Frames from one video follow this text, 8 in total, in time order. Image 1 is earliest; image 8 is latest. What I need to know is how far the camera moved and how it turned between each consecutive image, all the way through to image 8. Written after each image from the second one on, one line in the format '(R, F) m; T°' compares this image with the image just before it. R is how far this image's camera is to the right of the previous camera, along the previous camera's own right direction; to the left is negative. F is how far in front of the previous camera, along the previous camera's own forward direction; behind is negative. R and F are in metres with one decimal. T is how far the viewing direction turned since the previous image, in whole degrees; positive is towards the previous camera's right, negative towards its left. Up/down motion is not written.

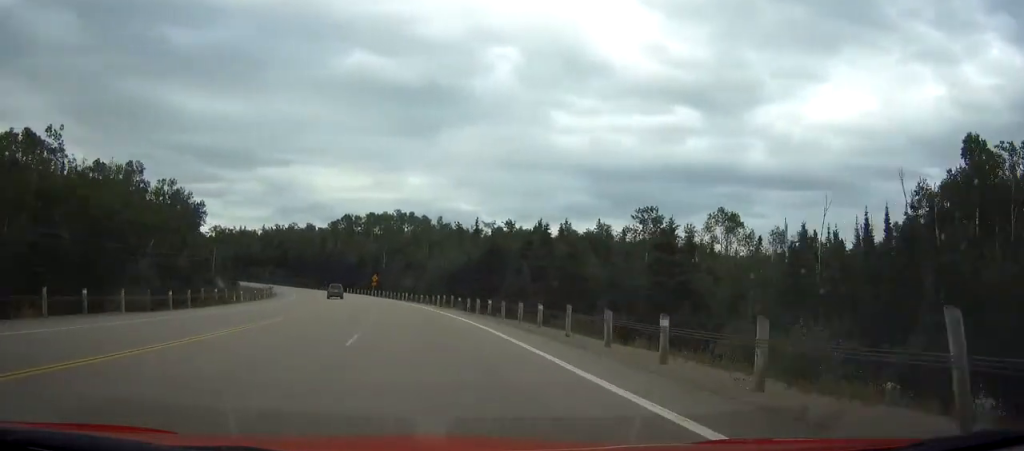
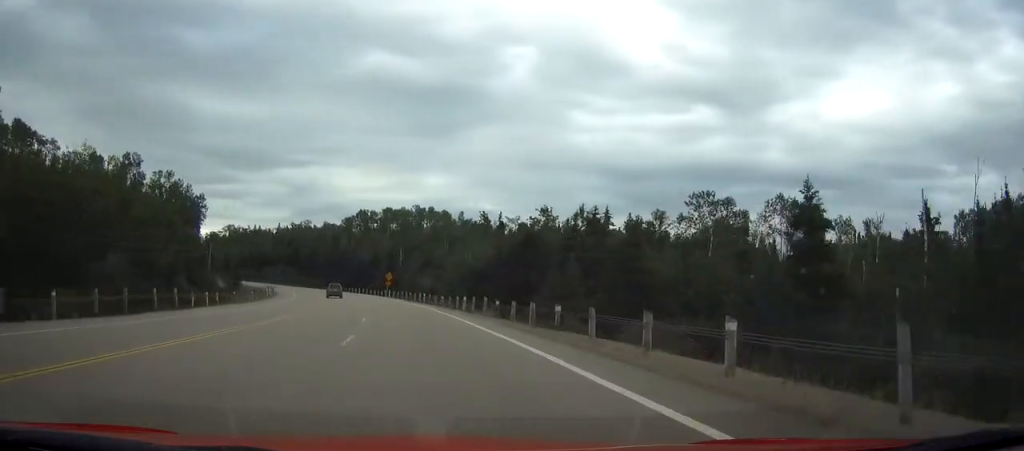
(-0.4, +13.5) m; -2°
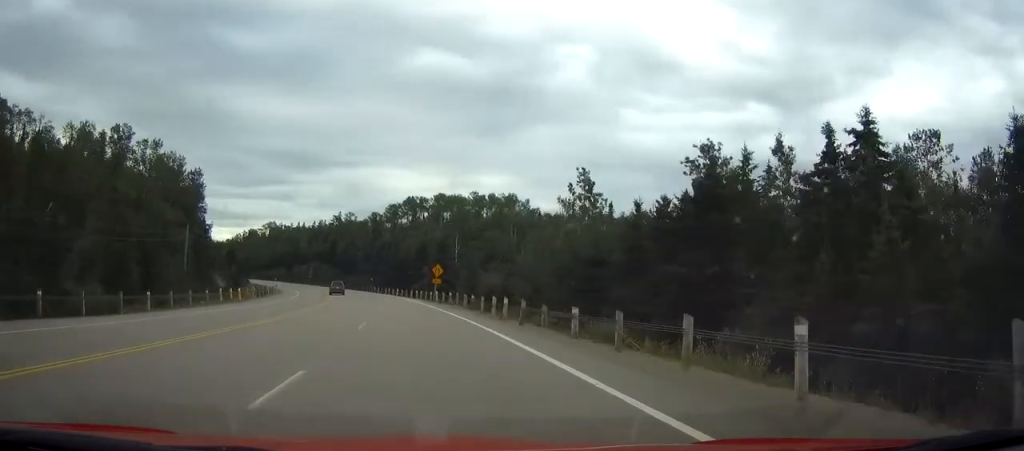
(-1.3, +34.3) m; -5°
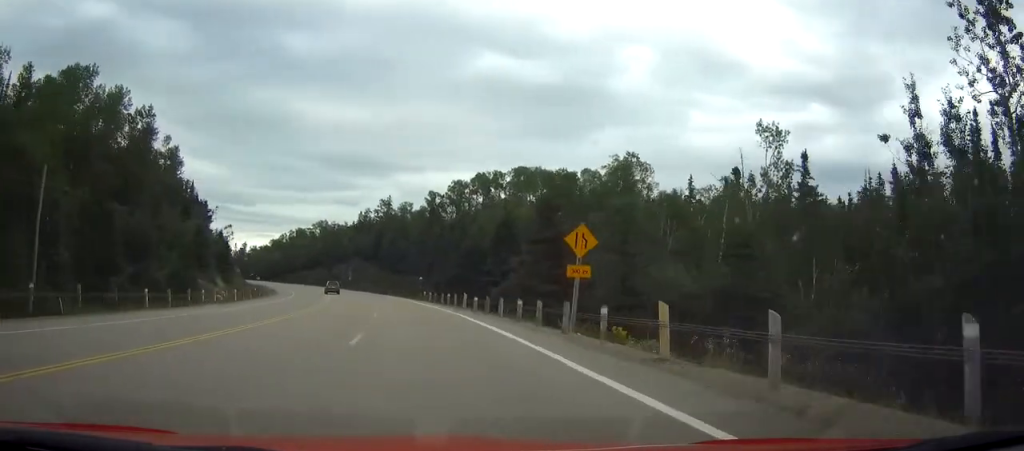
(-2.2, +45.7) m; -6°
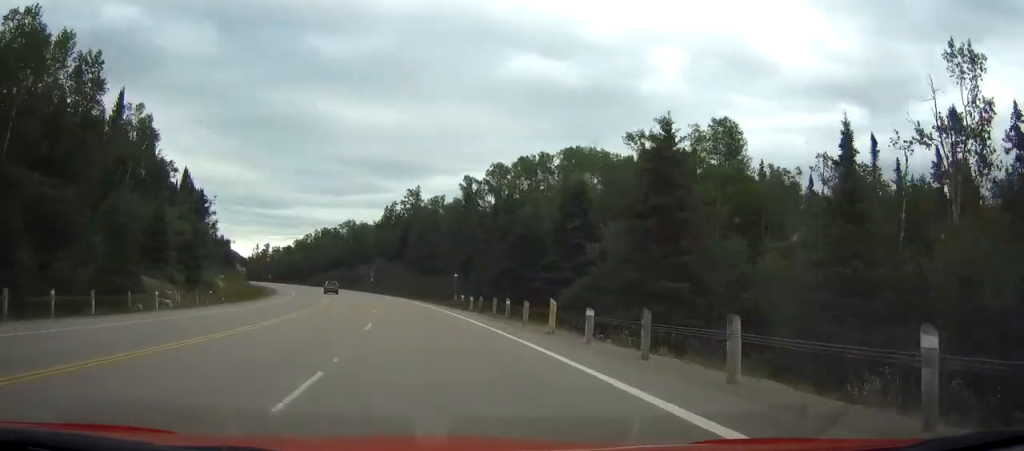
(-0.6, +20.8) m; -3°
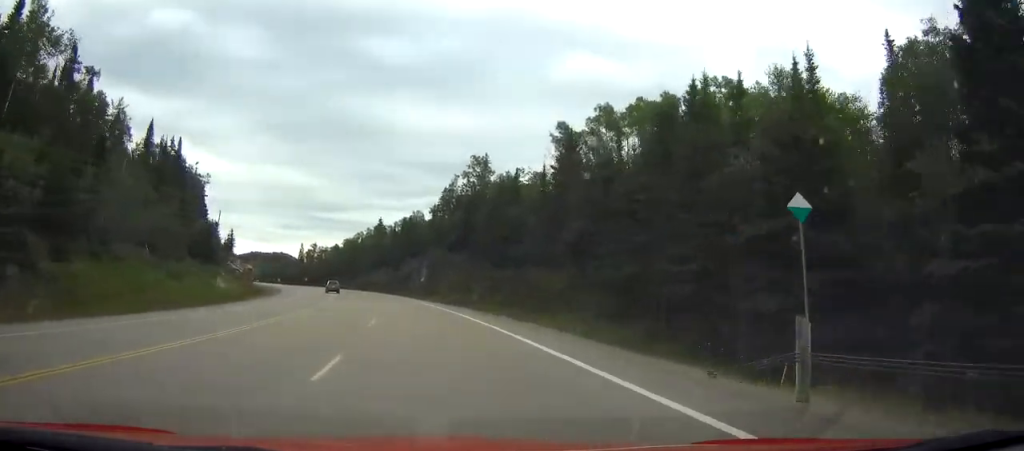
(-1.5, +37.3) m; -5°
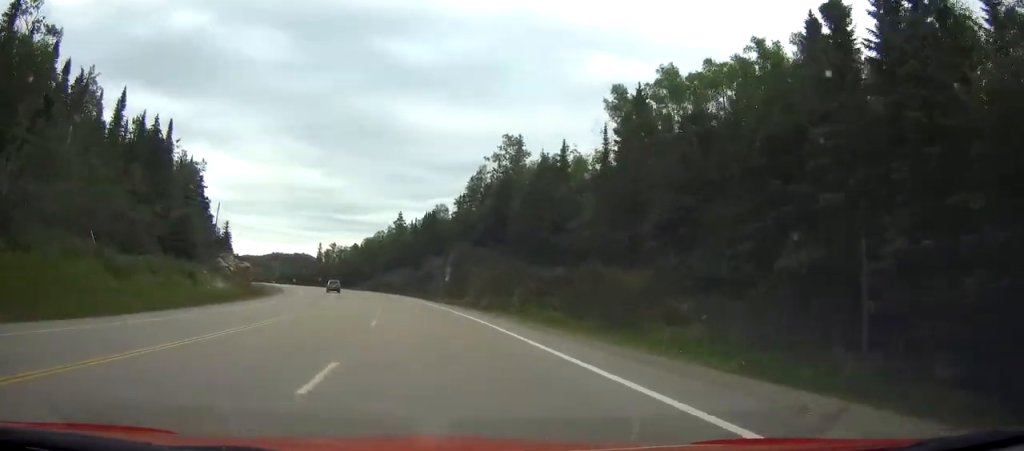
(-0.5, +14.5) m; -2°
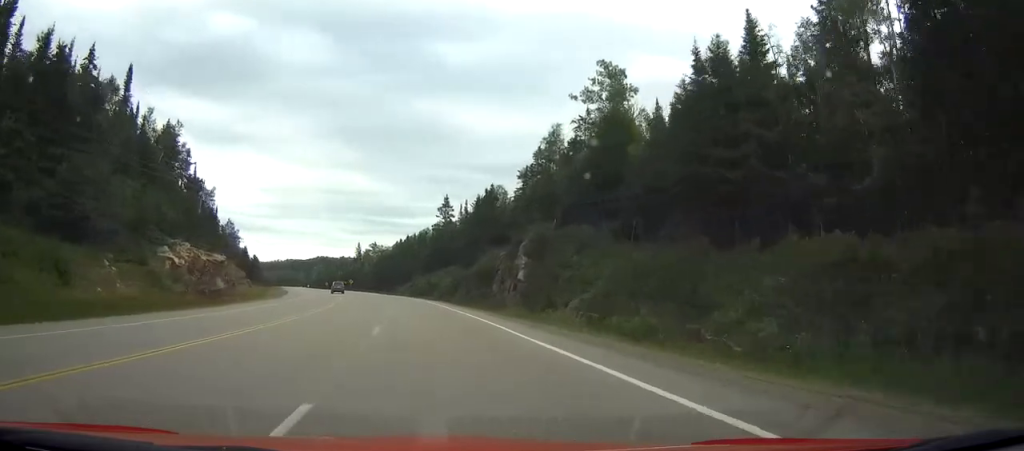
(-1.0, +30.1) m; -4°
